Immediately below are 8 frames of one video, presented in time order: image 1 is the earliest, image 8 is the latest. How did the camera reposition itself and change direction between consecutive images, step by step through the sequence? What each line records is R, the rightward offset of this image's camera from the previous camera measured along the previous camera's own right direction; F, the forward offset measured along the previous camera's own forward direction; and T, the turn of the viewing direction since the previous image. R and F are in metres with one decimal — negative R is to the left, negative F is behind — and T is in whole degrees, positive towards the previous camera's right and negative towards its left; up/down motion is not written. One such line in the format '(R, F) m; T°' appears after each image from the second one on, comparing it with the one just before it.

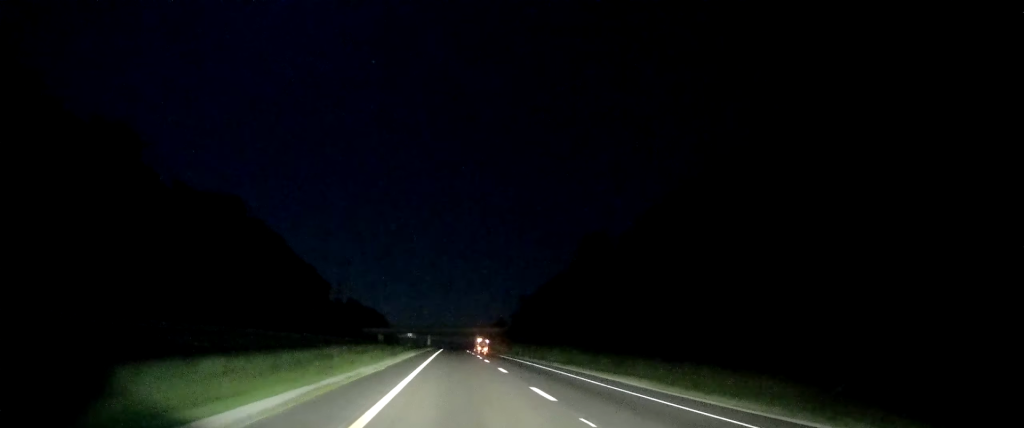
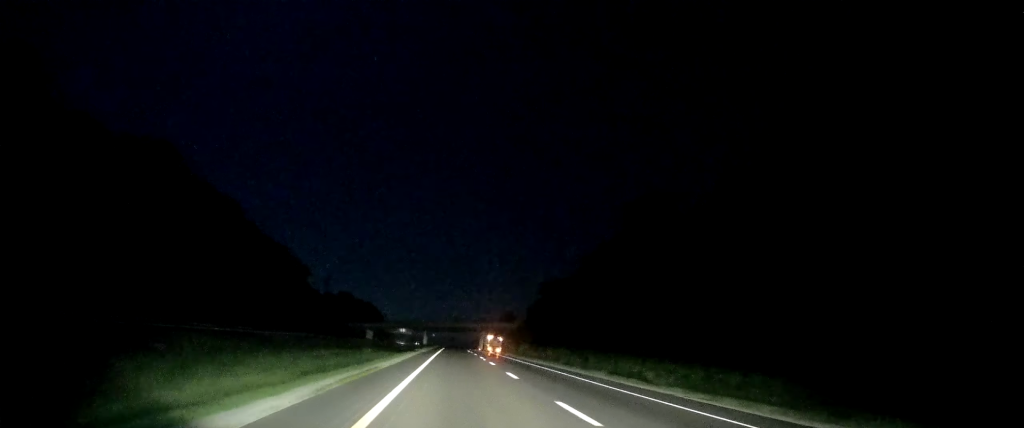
(+0.1, +40.4) m; 0°
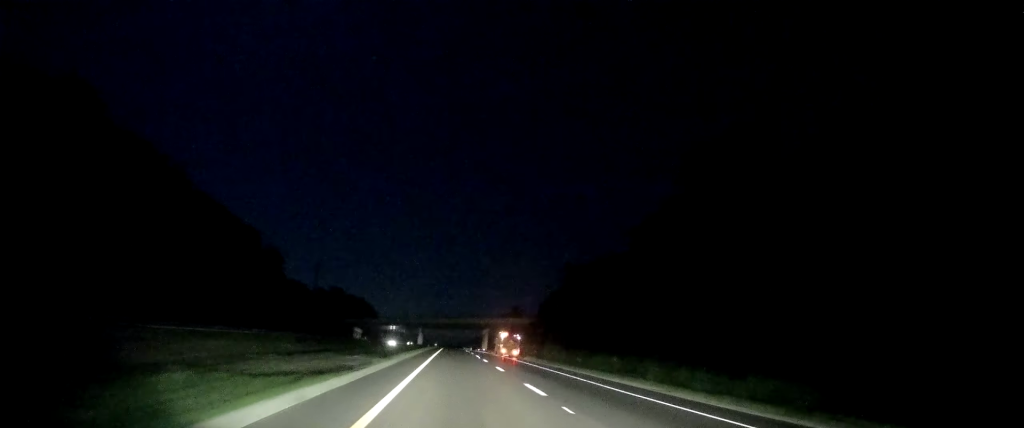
(-0.2, +30.8) m; -1°
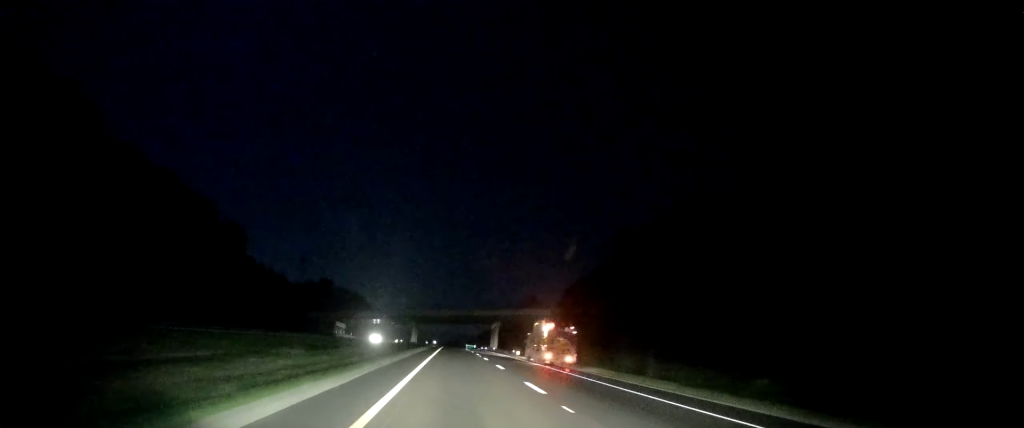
(-0.7, +36.5) m; 0°
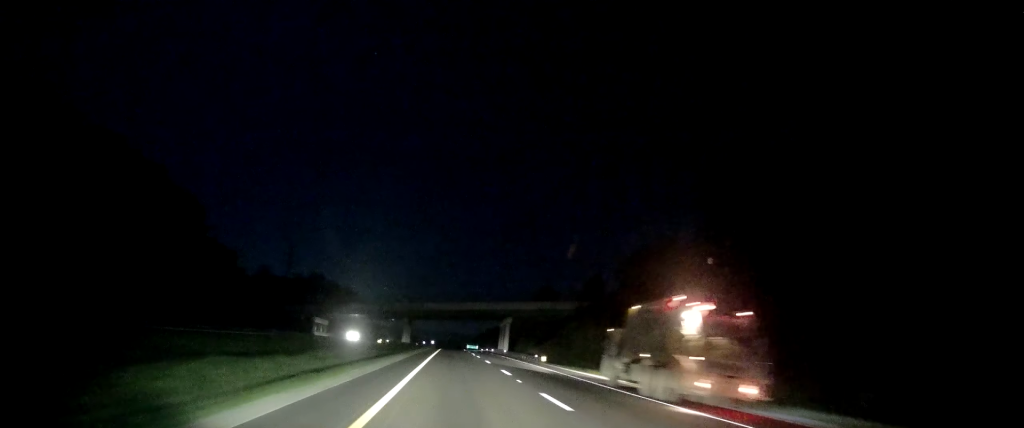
(+0.5, +27.8) m; +1°
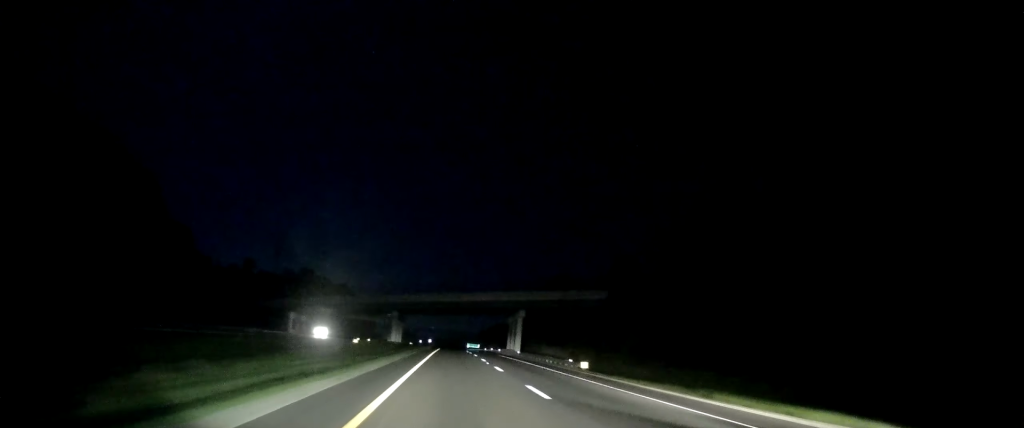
(+0.3, +22.4) m; 0°
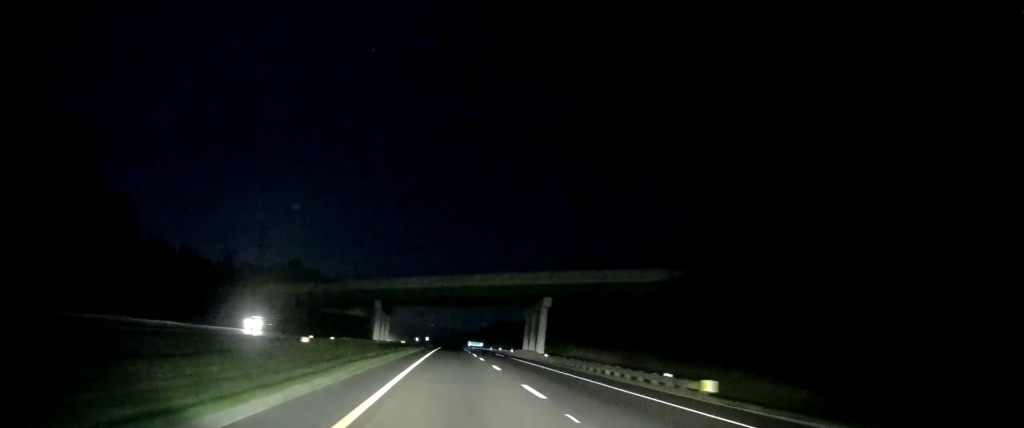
(+0.2, +24.7) m; -1°
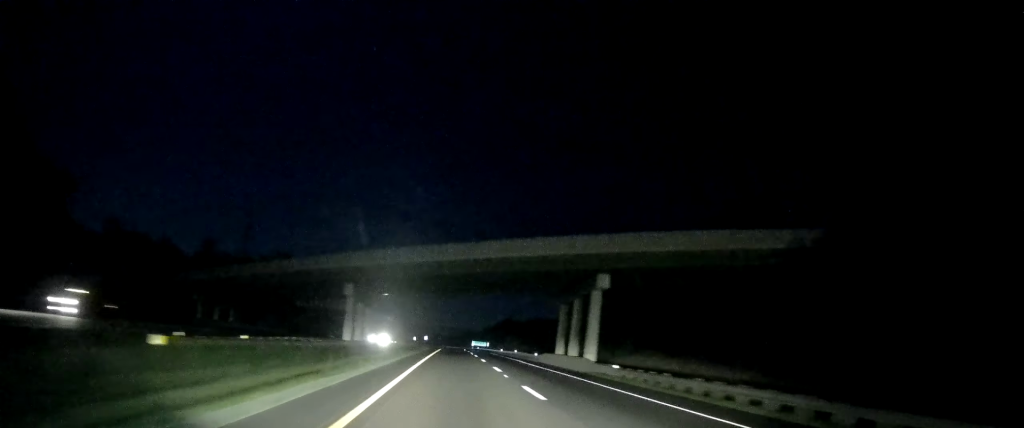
(-0.5, +24.8) m; -1°
